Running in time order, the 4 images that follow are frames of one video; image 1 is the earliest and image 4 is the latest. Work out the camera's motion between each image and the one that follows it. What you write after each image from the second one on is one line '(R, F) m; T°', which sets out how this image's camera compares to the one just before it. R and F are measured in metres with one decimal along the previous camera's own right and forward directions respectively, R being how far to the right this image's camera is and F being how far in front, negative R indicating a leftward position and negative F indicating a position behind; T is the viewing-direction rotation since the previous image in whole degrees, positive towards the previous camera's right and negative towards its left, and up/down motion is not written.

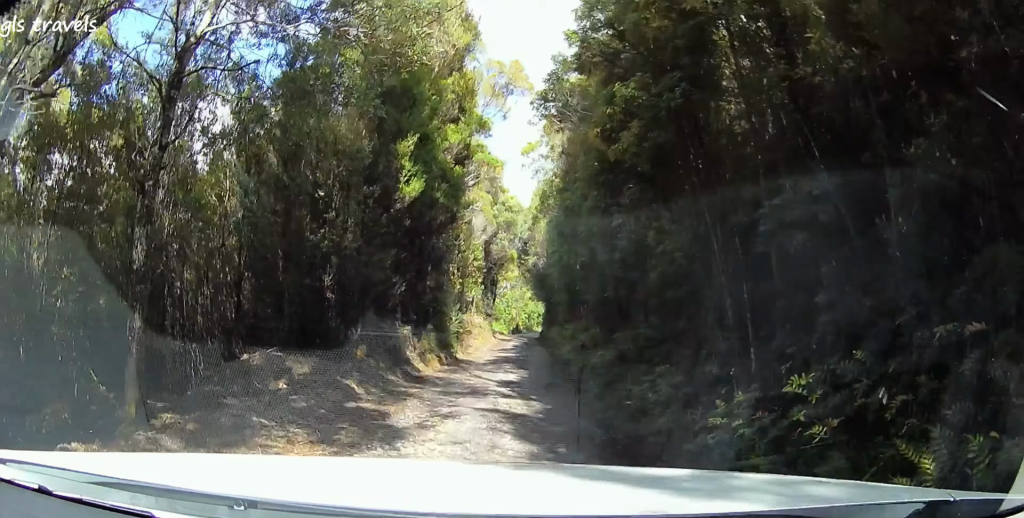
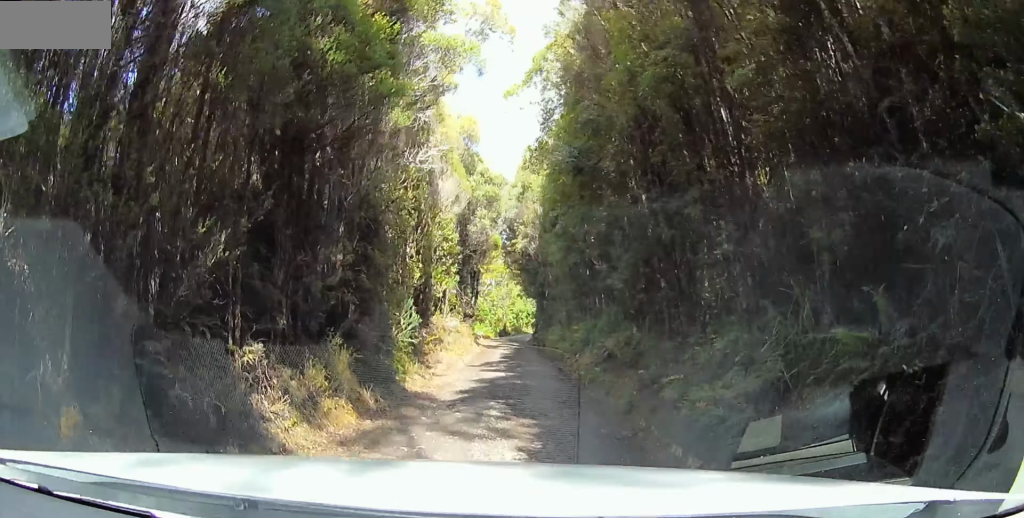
(+0.2, +9.5) m; +2°
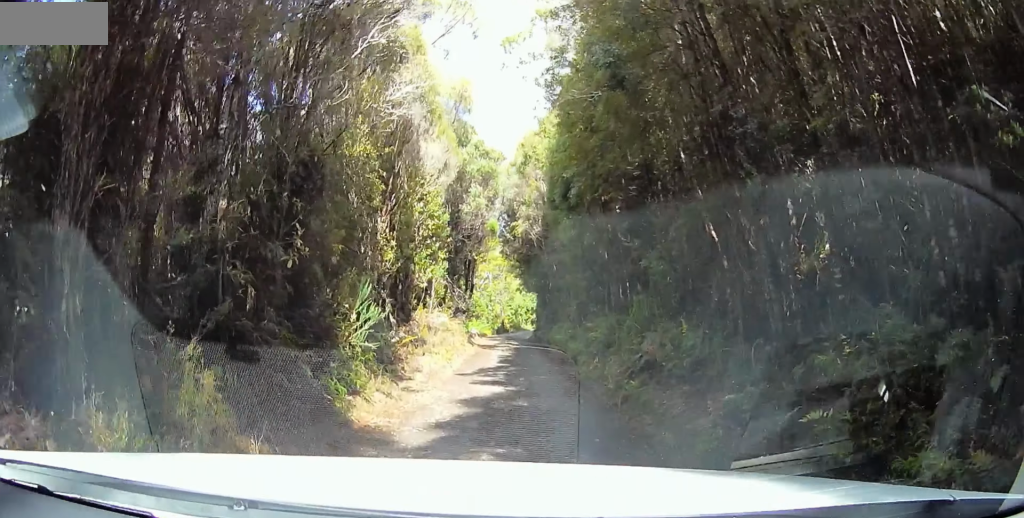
(+0.1, +4.7) m; -1°
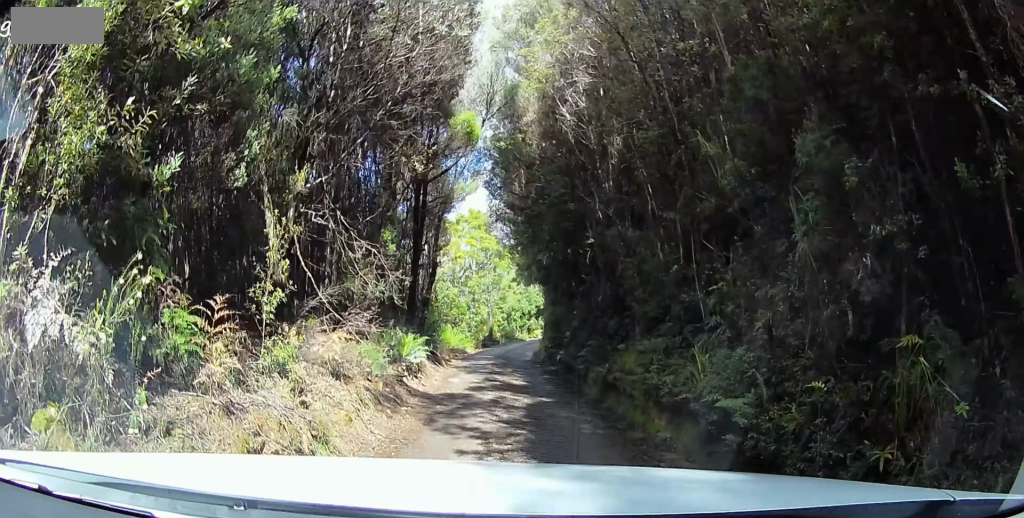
(+0.3, +17.3) m; +7°
